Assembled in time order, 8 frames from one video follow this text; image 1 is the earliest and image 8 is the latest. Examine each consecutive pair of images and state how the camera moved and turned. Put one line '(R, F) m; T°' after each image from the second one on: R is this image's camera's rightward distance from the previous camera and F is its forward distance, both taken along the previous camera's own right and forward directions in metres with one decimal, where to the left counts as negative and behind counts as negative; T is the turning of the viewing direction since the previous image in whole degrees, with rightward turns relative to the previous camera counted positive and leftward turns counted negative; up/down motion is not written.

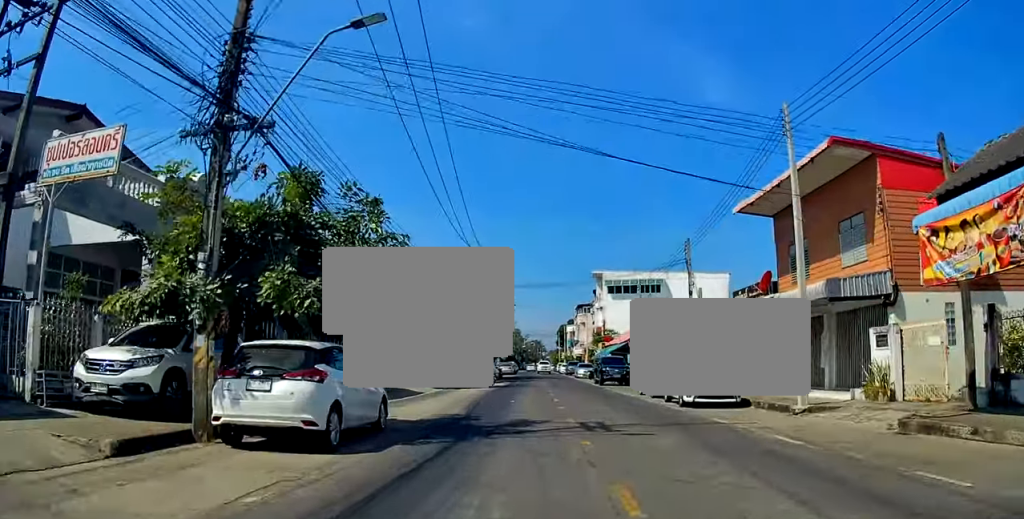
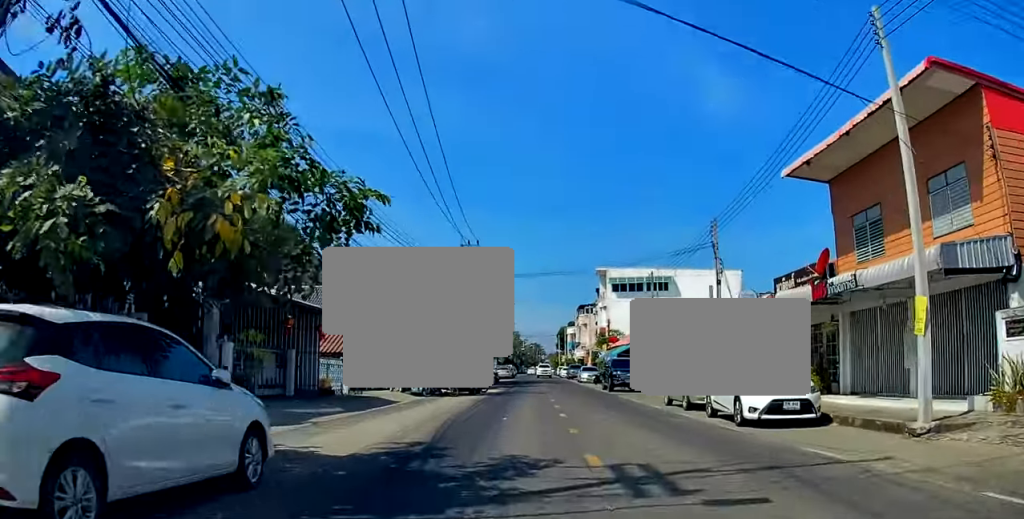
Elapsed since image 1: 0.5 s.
(+0.2, +5.3) m; 0°
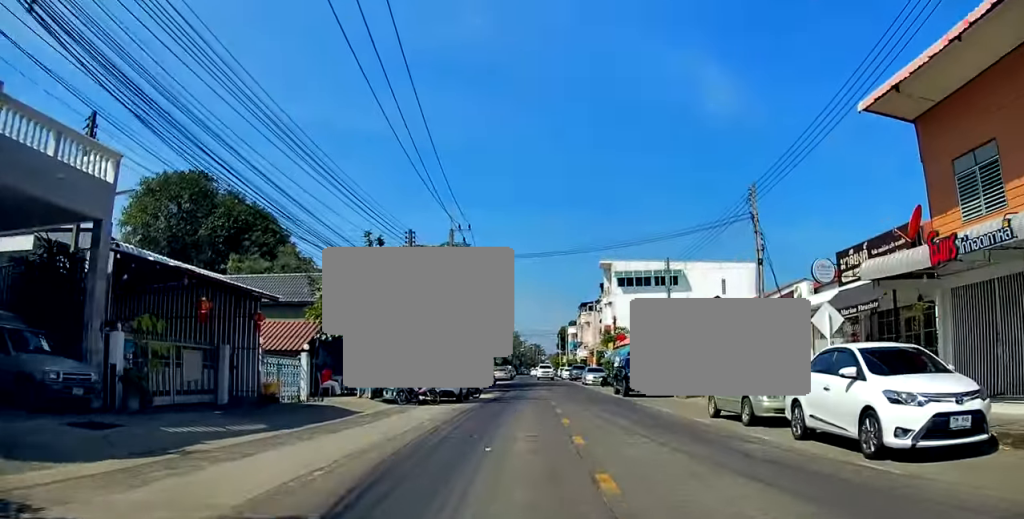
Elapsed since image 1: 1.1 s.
(-0.1, +5.4) m; -1°
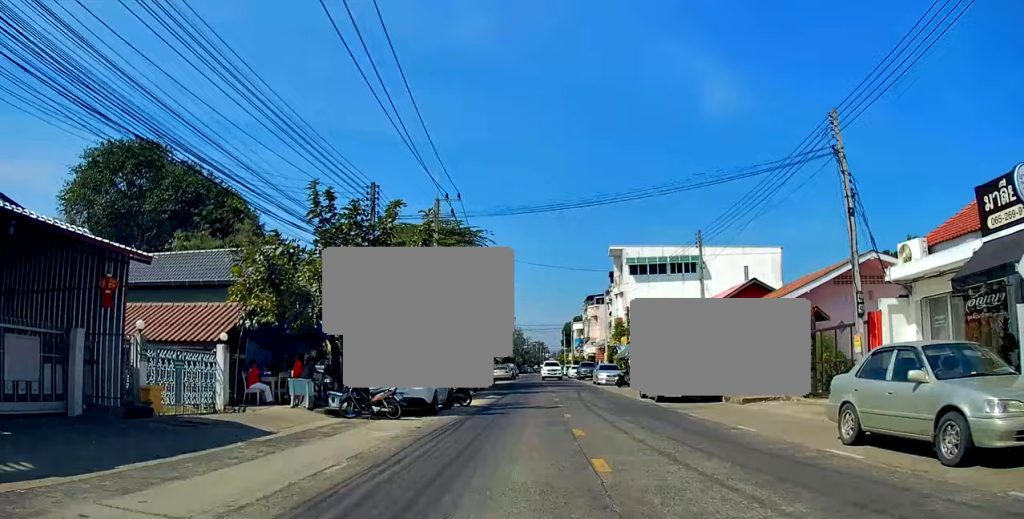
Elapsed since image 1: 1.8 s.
(-0.2, +7.1) m; -2°
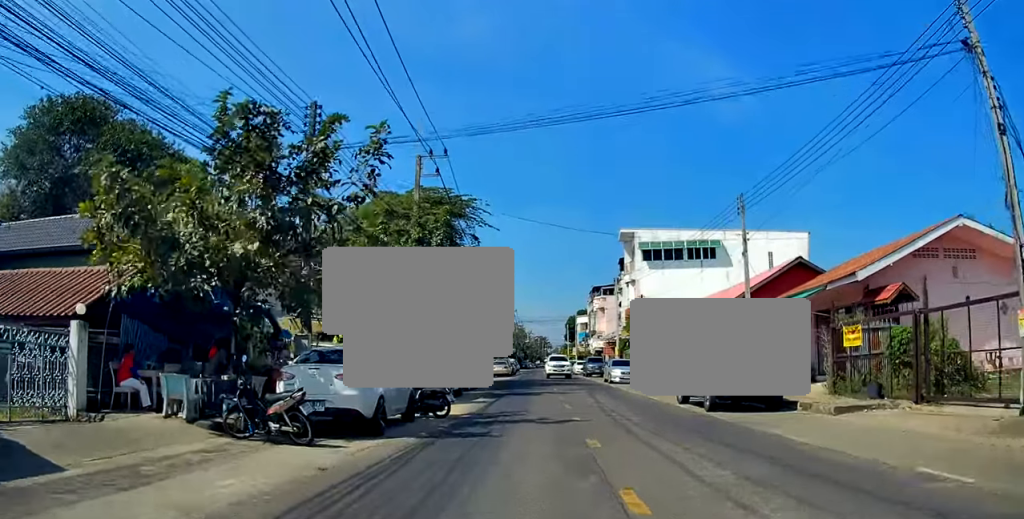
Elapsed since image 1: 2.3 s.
(0.0, +6.2) m; 0°
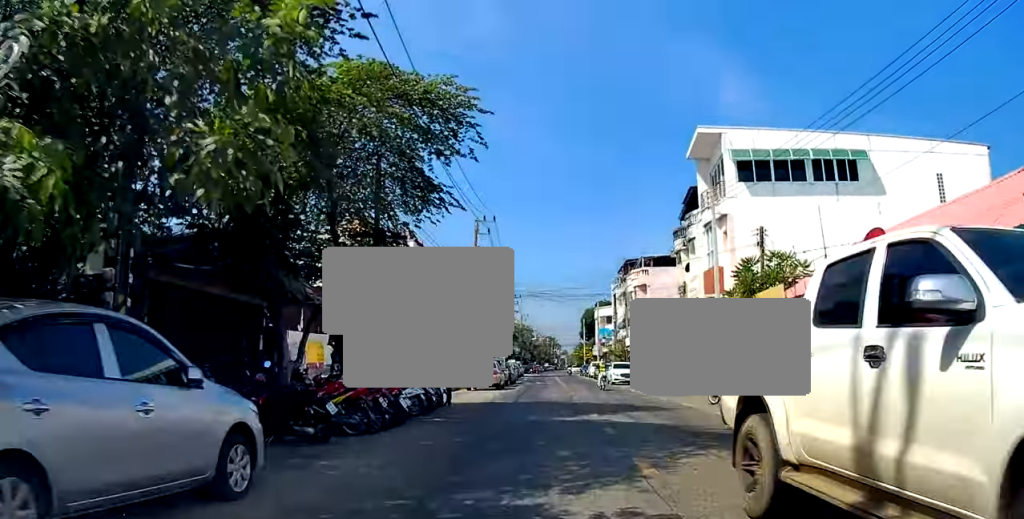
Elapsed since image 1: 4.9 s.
(+1.1, +27.1) m; +4°
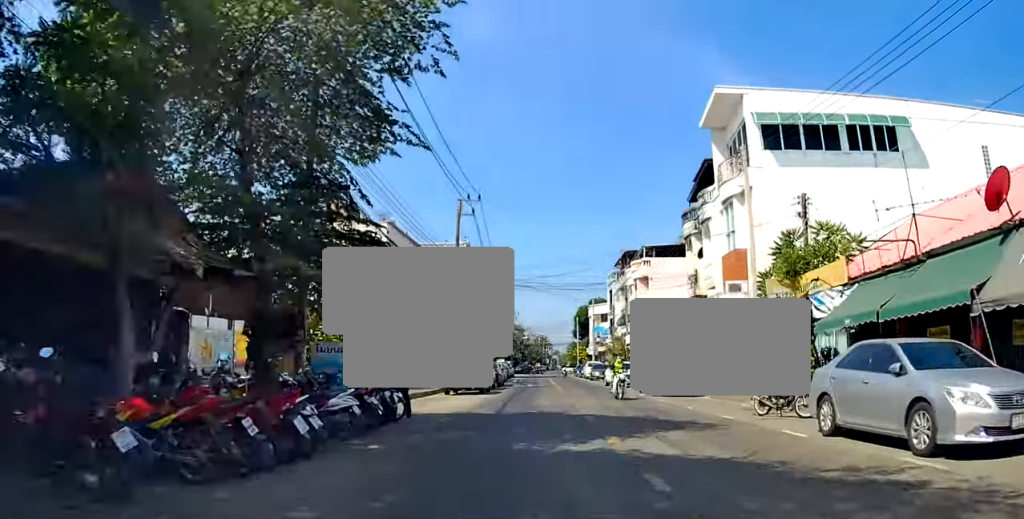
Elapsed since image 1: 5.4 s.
(-0.1, +5.1) m; 0°
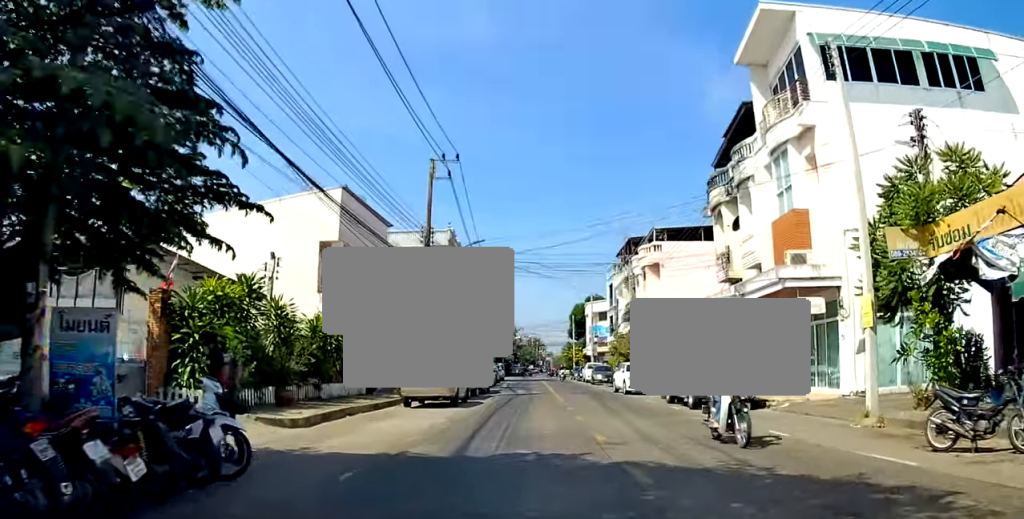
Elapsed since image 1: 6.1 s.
(0.0, +7.6) m; 0°
